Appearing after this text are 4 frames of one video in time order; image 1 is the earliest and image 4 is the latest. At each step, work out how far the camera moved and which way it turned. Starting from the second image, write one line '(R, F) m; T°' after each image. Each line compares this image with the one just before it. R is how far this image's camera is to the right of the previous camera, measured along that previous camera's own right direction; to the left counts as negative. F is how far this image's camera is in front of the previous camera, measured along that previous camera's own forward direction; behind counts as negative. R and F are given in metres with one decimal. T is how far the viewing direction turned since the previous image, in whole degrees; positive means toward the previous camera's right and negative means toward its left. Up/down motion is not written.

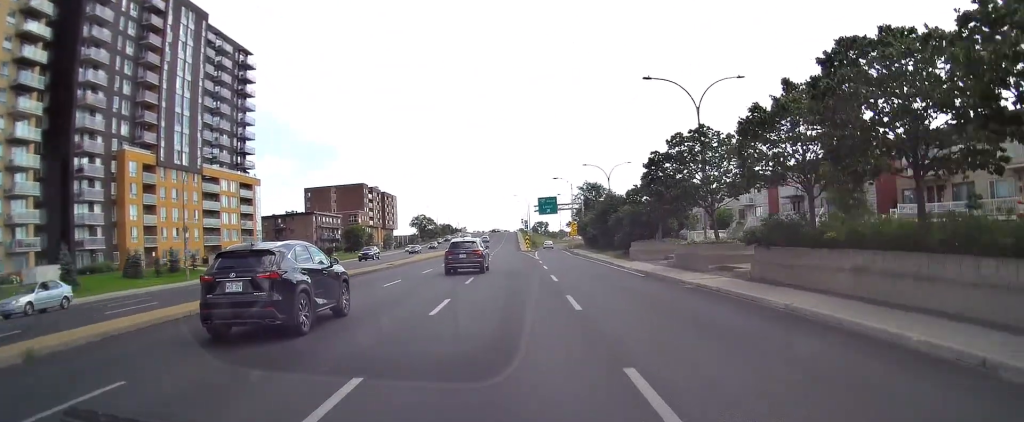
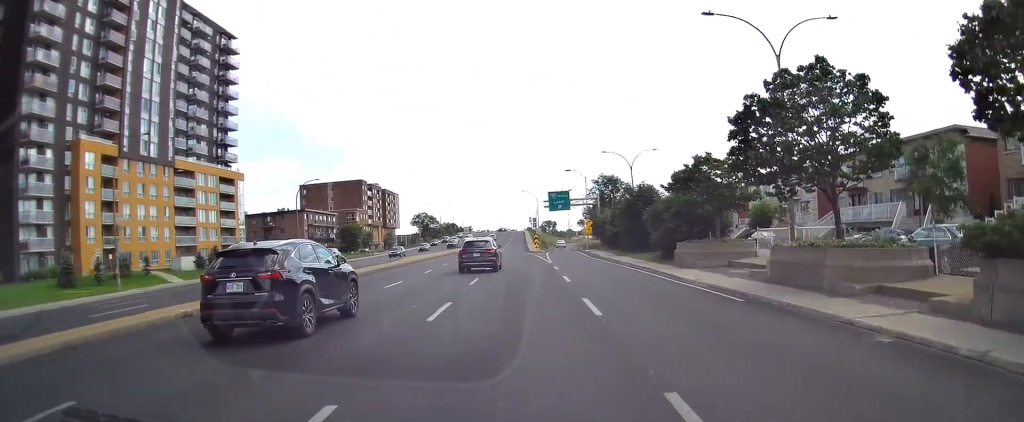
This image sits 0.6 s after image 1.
(-0.4, +10.5) m; -1°
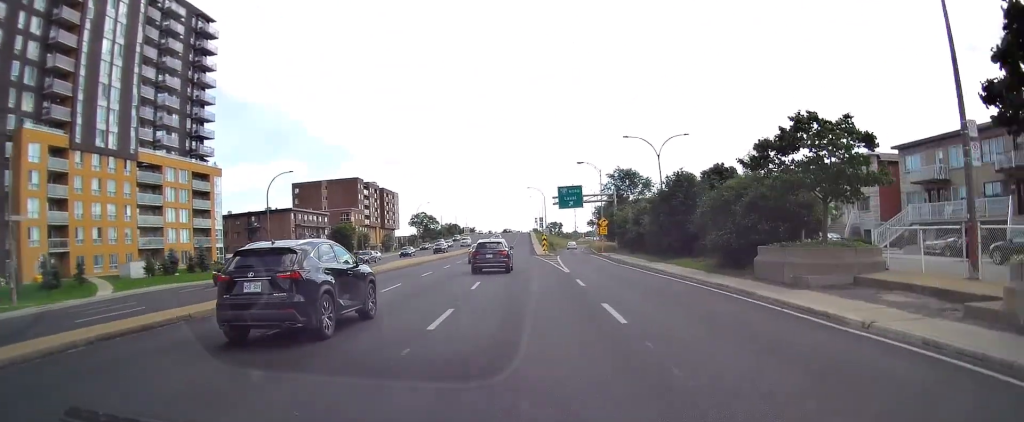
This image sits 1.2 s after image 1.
(-0.3, +10.2) m; 0°
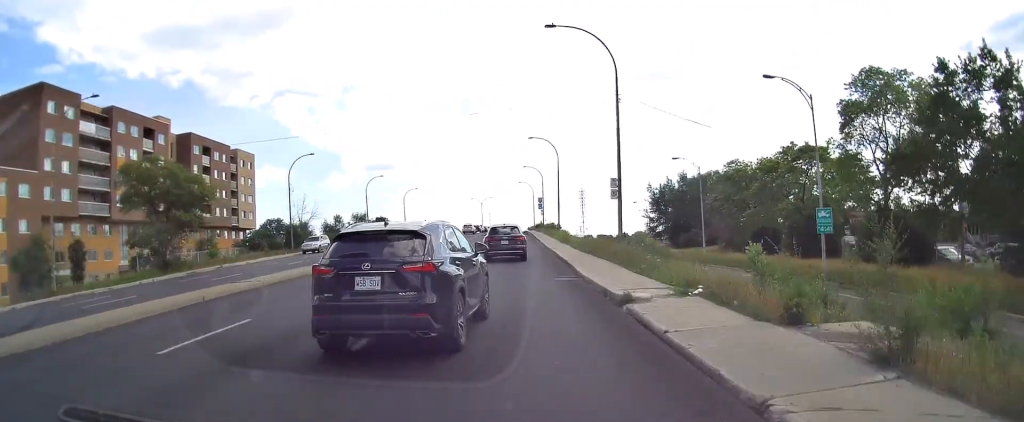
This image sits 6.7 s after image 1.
(0.0, +114.3) m; +1°
